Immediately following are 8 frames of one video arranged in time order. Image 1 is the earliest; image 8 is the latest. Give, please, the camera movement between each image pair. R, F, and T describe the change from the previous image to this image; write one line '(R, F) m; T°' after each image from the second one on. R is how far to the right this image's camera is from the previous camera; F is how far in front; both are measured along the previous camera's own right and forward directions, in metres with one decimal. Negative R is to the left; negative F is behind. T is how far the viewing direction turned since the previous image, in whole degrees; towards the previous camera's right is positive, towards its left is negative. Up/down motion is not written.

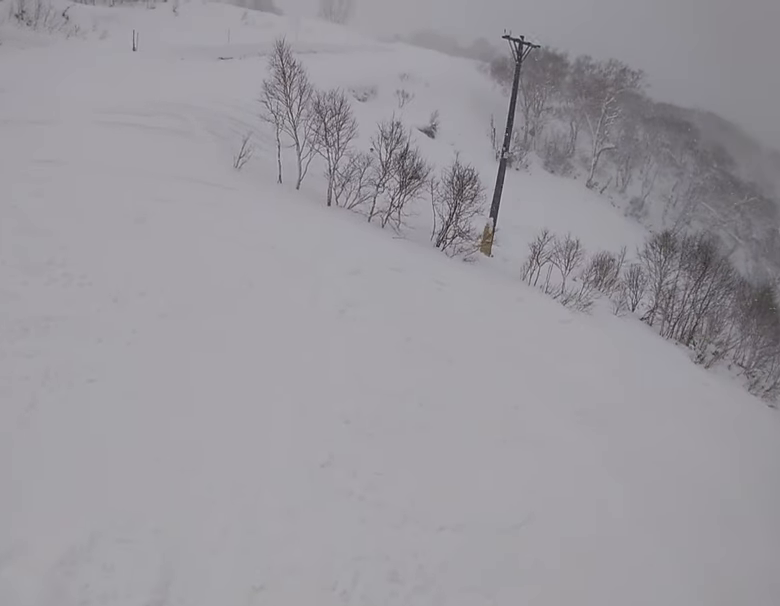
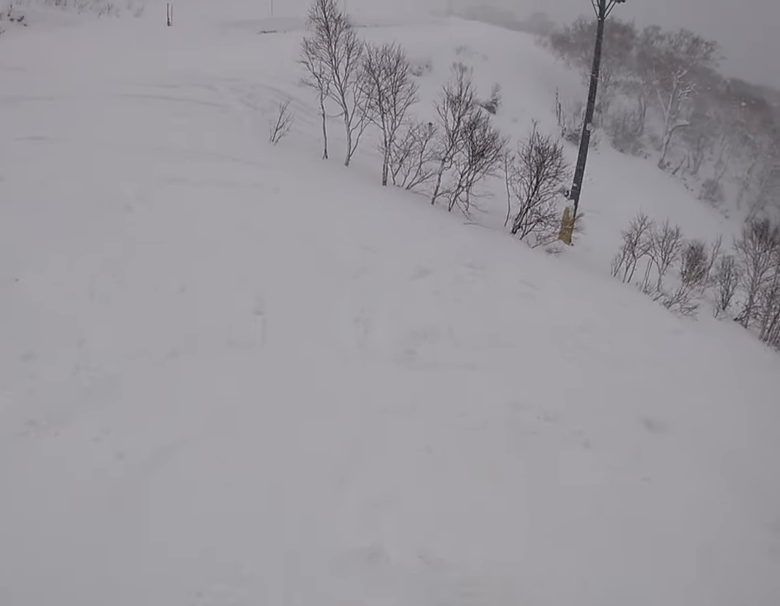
(0.0, +3.2) m; 0°
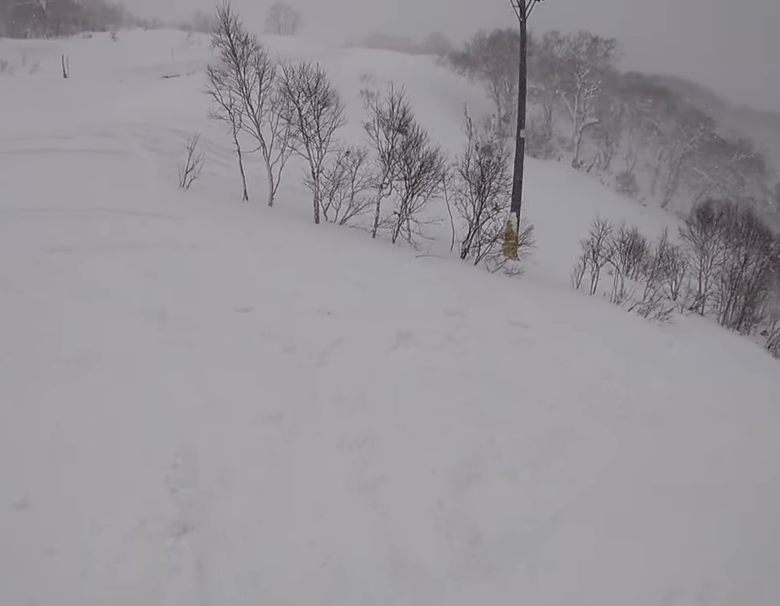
(0.0, +3.3) m; +3°
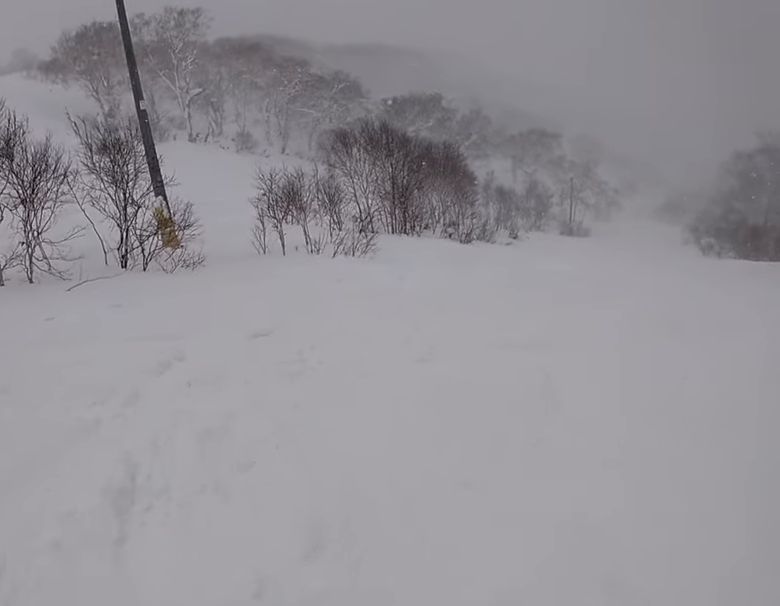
(+0.4, +4.8) m; +36°
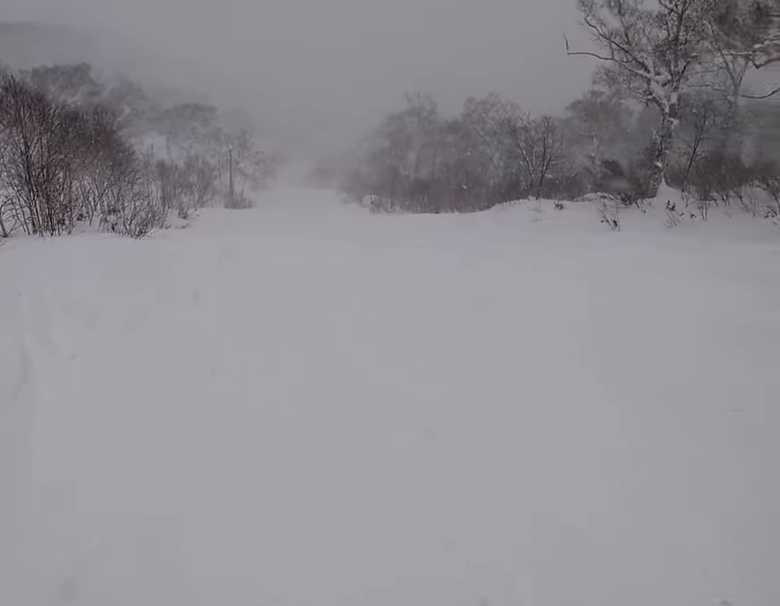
(+3.7, +6.2) m; +41°
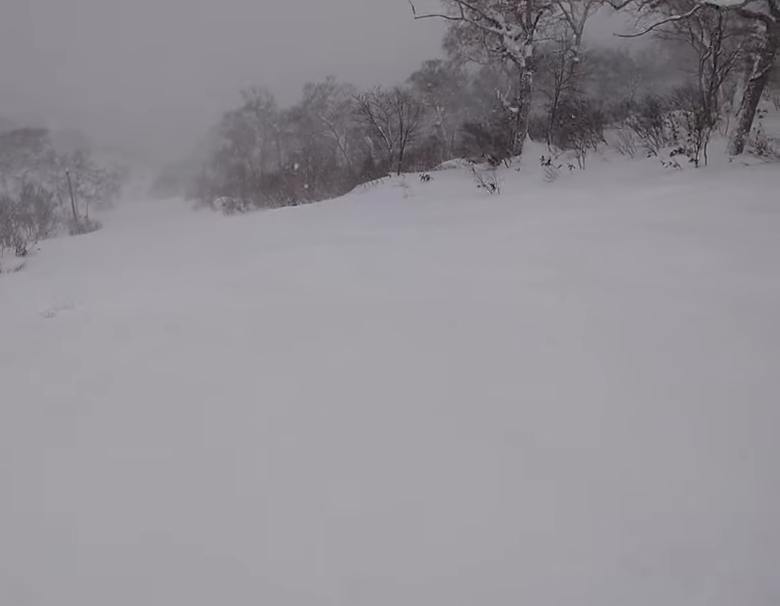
(-0.7, +3.0) m; +10°
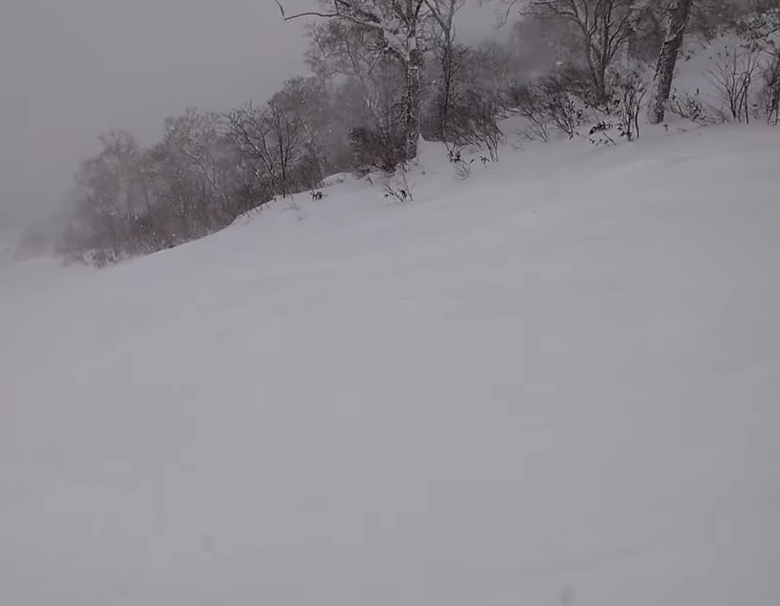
(+1.2, +3.1) m; +19°
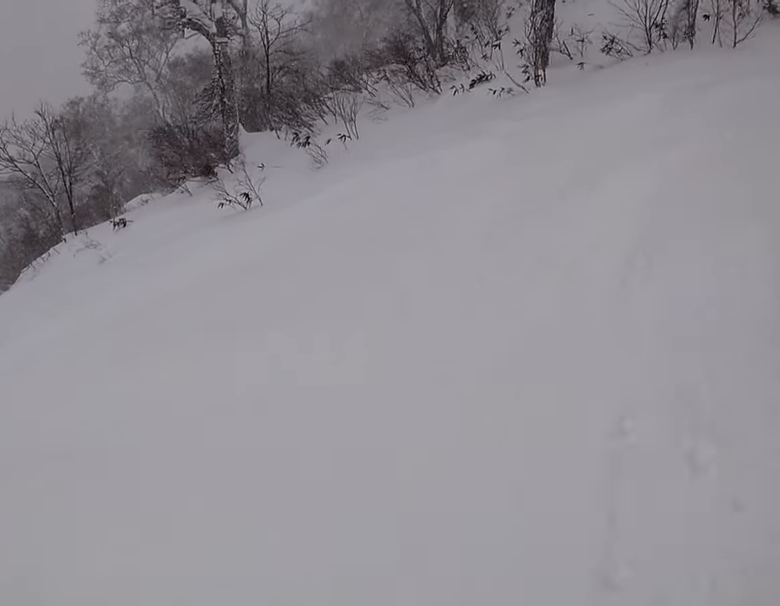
(+1.2, +5.3) m; +5°
